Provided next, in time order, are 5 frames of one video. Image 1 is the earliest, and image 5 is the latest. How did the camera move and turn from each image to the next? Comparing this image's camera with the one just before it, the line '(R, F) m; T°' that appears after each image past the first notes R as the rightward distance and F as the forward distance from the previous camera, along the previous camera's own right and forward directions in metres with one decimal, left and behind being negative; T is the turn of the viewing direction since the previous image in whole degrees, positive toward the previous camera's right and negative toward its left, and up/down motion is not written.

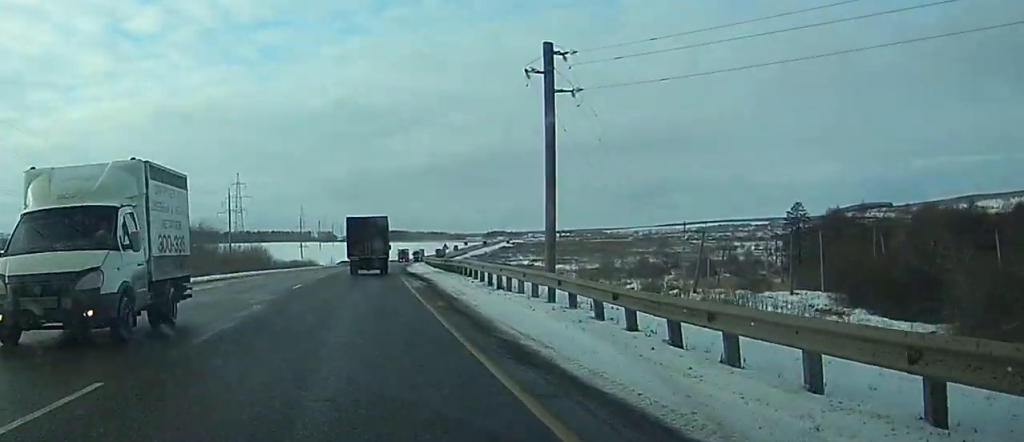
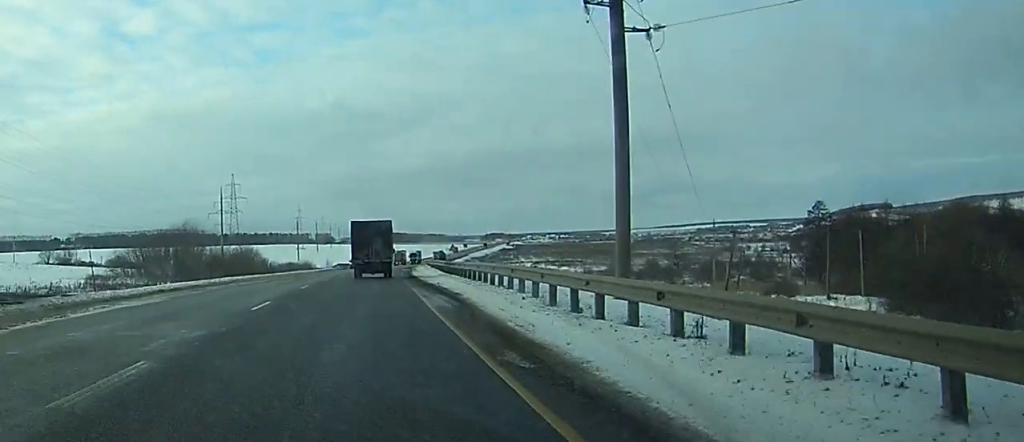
(-0.1, +10.0) m; 0°
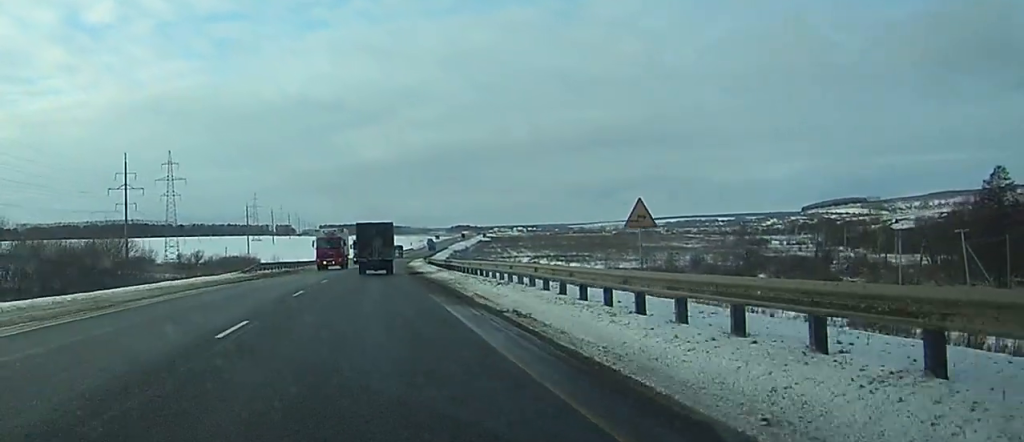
(+1.1, +65.1) m; +2°
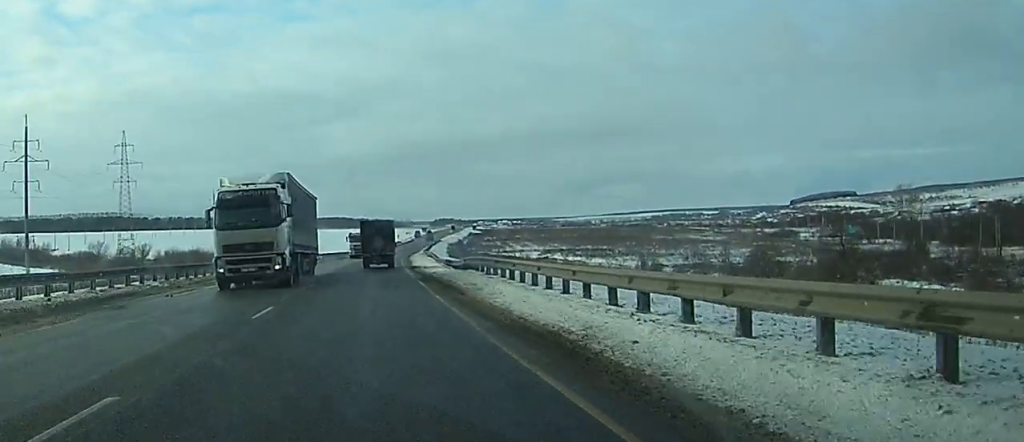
(+0.1, +44.1) m; +1°
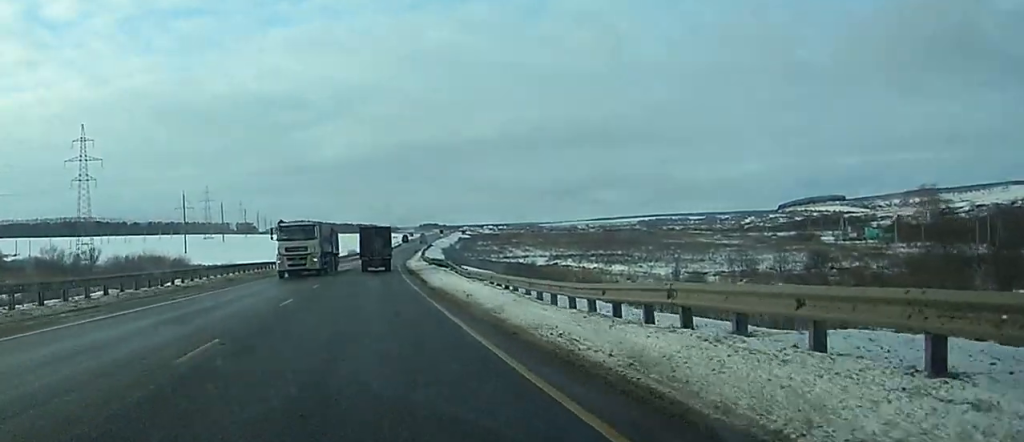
(+0.5, +29.9) m; +1°
